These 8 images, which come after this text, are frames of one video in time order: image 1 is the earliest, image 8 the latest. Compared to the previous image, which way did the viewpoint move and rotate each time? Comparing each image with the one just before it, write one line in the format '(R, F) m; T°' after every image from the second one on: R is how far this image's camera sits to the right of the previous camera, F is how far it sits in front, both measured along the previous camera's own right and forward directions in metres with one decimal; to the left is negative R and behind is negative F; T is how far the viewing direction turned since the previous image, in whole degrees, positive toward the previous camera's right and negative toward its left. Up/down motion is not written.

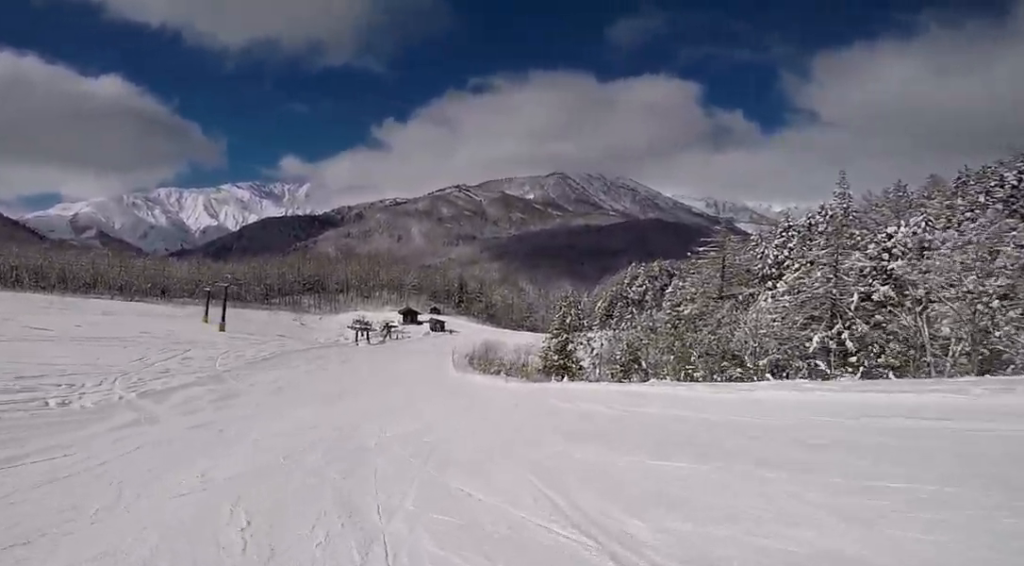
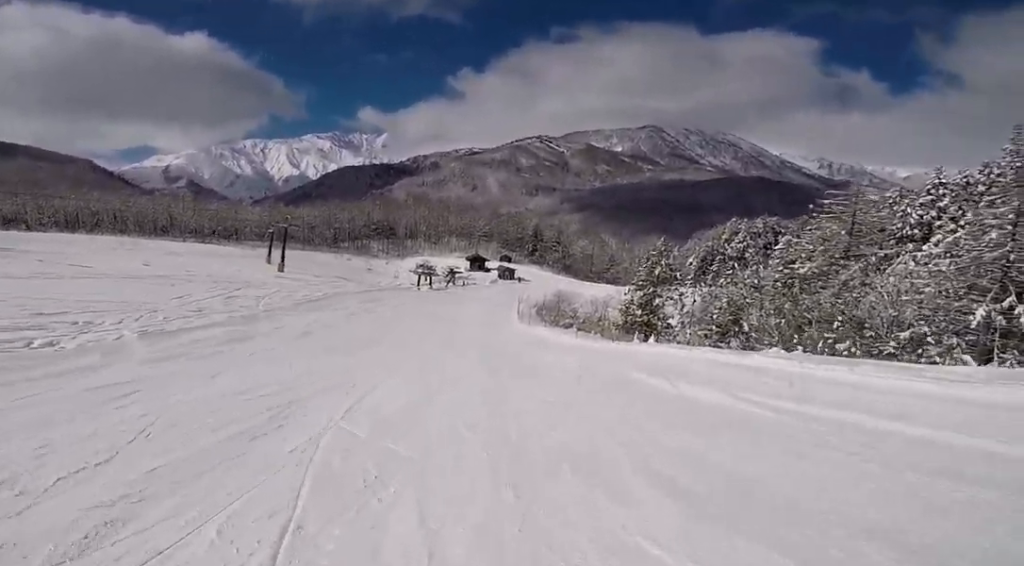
(-0.9, +4.6) m; -12°
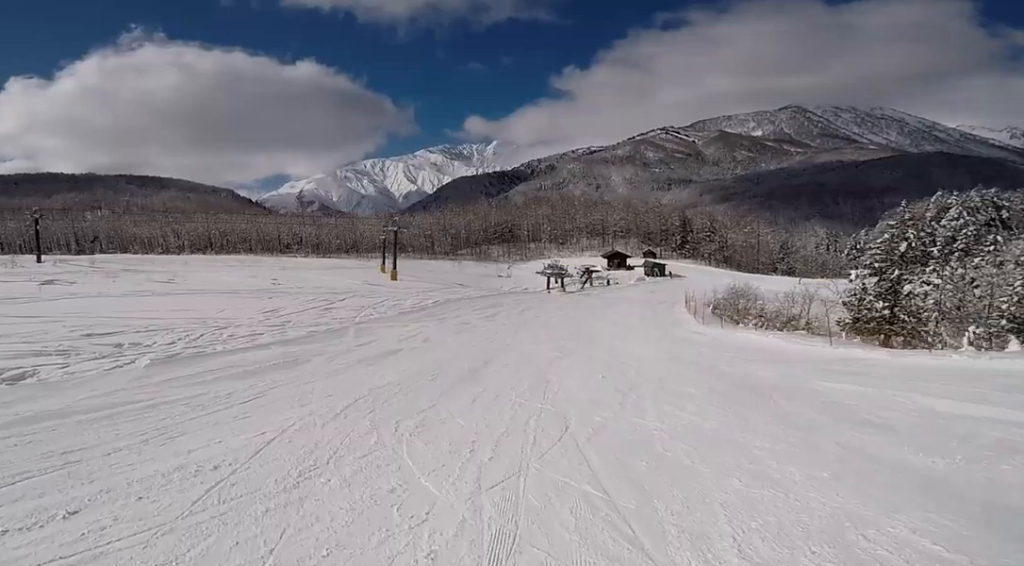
(-1.5, +8.9) m; -9°
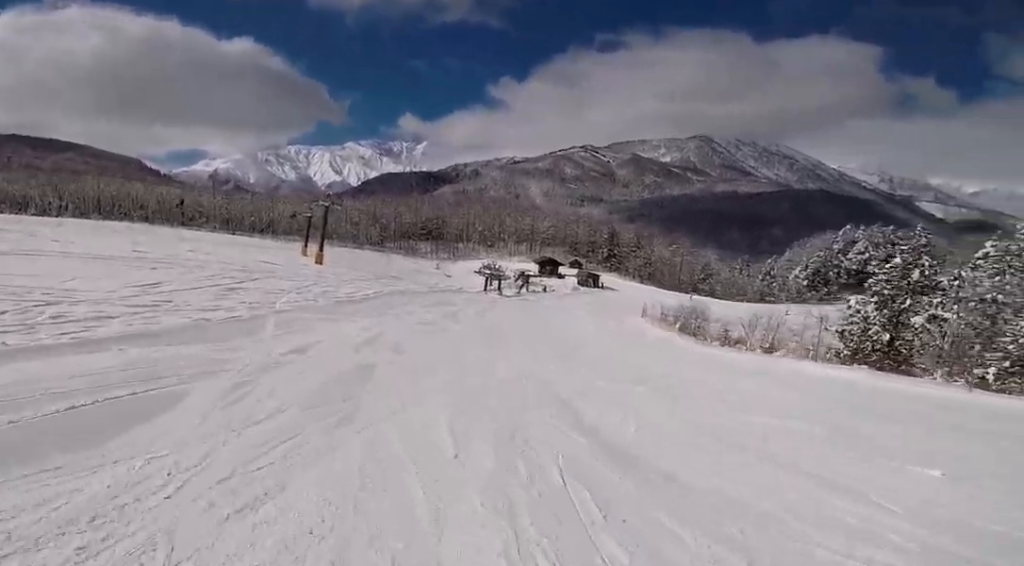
(+0.4, +8.3) m; +20°
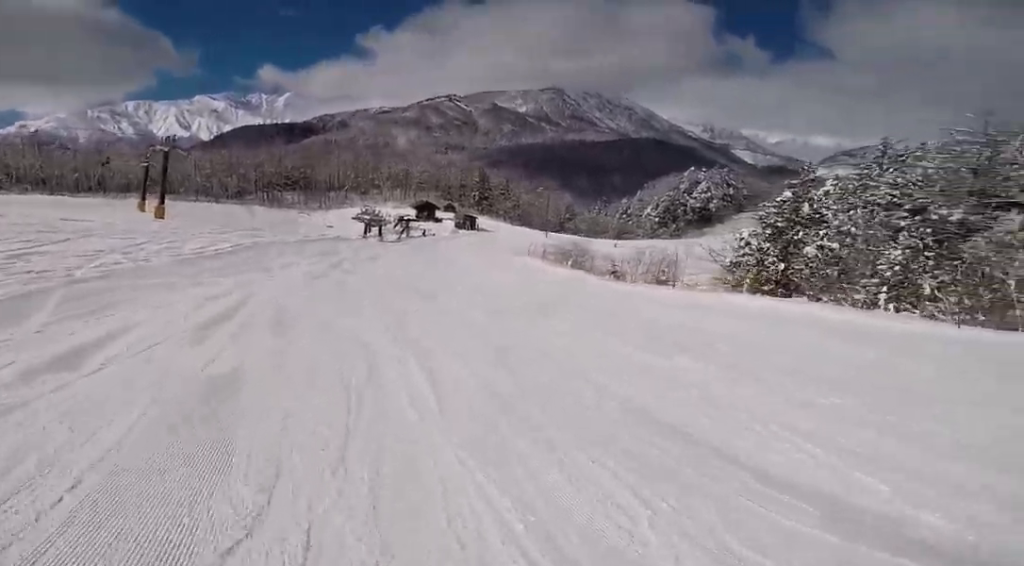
(+1.3, +4.6) m; +2°
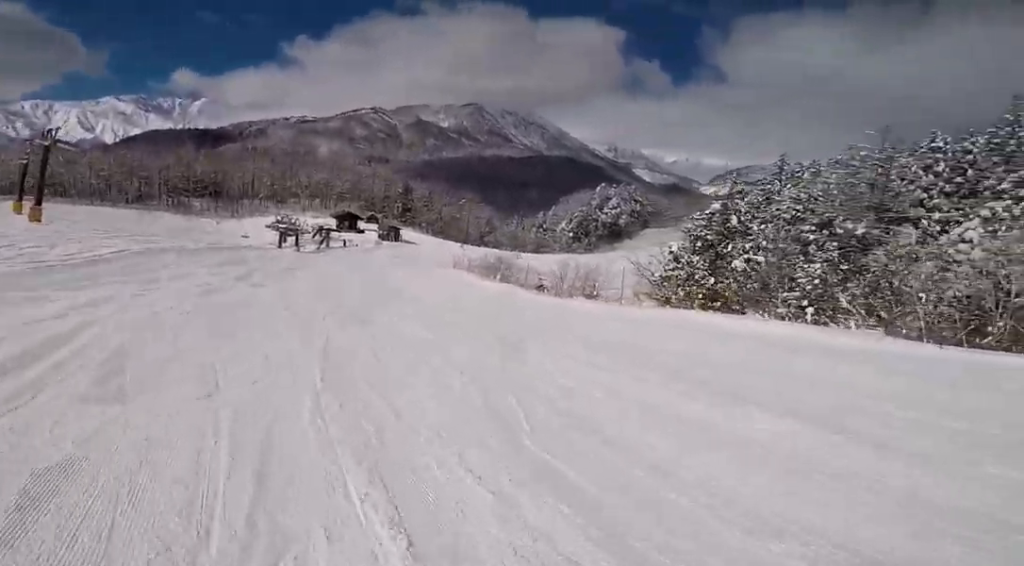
(+0.3, +2.8) m; +1°
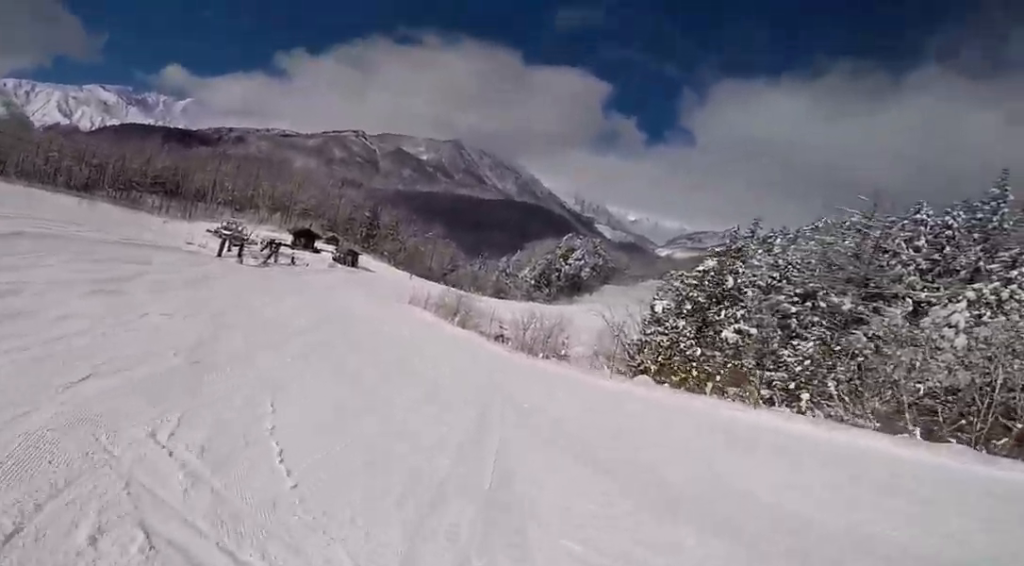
(-1.3, +5.1) m; 0°
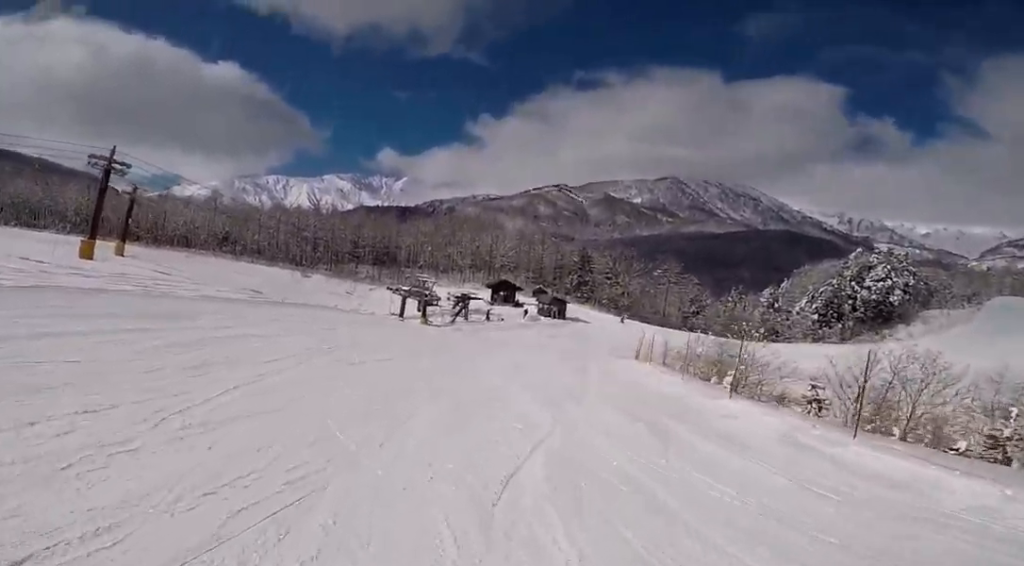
(+0.1, +11.6) m; -13°
